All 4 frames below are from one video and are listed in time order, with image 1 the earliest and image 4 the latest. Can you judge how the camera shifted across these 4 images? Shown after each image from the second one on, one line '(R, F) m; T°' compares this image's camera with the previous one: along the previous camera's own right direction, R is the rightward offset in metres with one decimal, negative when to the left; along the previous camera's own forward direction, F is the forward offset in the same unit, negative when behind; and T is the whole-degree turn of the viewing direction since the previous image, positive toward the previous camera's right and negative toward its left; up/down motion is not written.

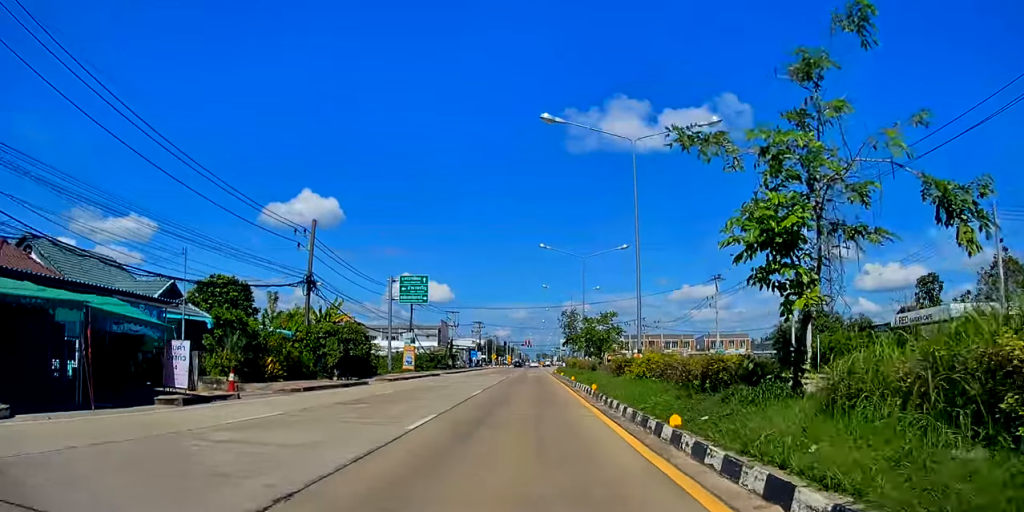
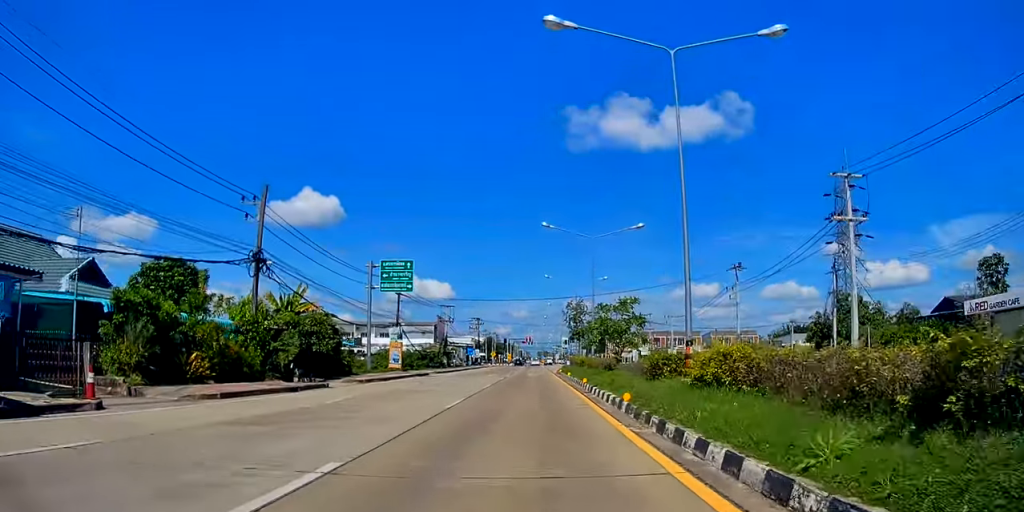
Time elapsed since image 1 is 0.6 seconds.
(+0.5, +6.9) m; 0°
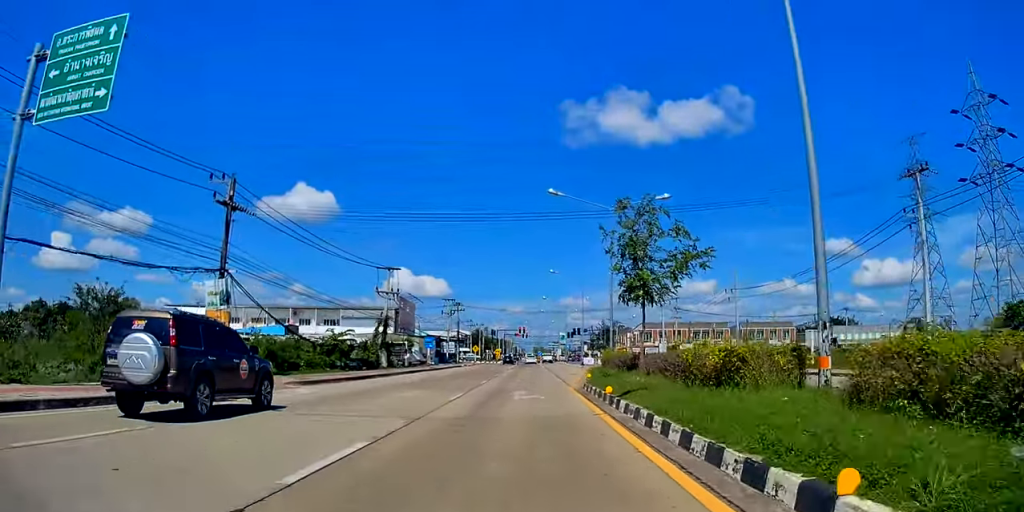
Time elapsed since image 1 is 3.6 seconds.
(-2.0, +33.1) m; -2°
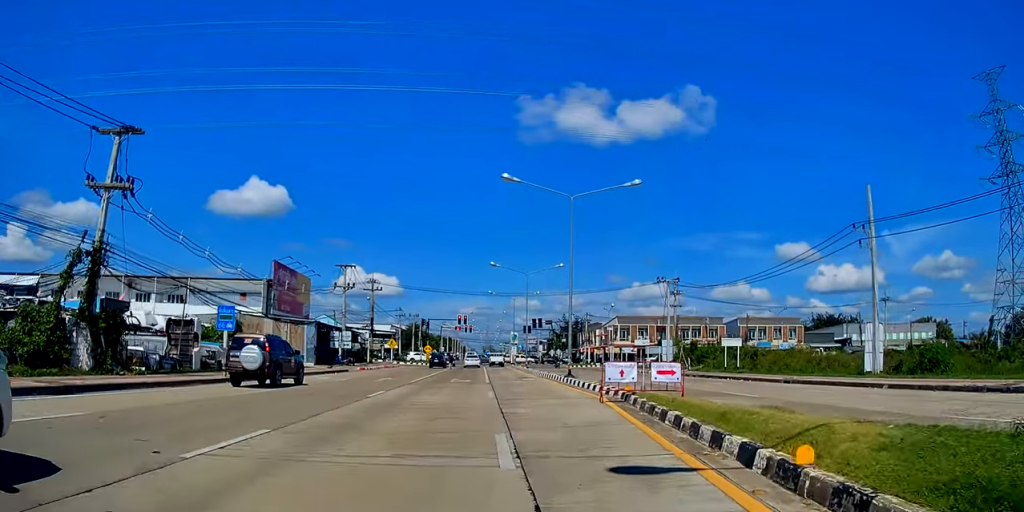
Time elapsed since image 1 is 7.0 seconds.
(+2.1, +31.4) m; +1°
